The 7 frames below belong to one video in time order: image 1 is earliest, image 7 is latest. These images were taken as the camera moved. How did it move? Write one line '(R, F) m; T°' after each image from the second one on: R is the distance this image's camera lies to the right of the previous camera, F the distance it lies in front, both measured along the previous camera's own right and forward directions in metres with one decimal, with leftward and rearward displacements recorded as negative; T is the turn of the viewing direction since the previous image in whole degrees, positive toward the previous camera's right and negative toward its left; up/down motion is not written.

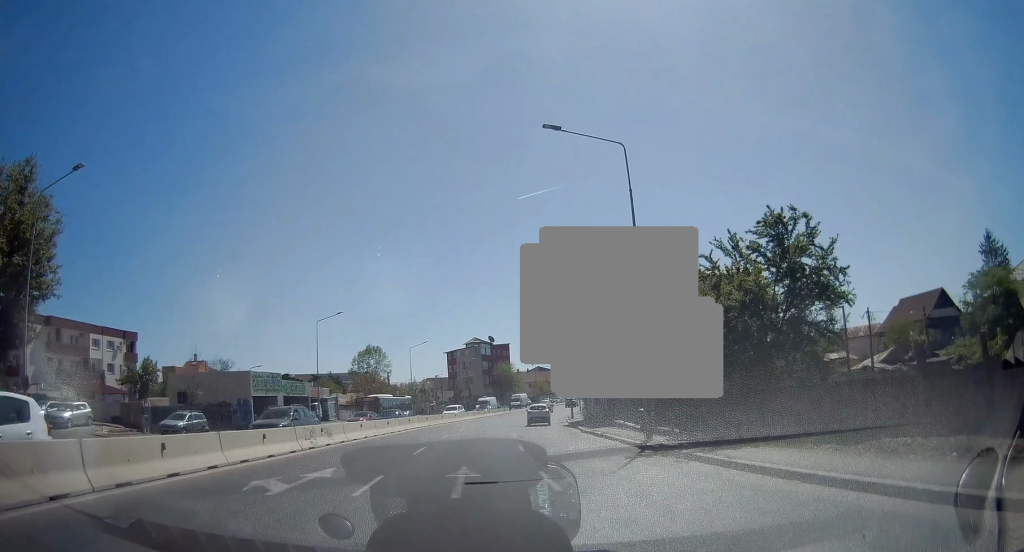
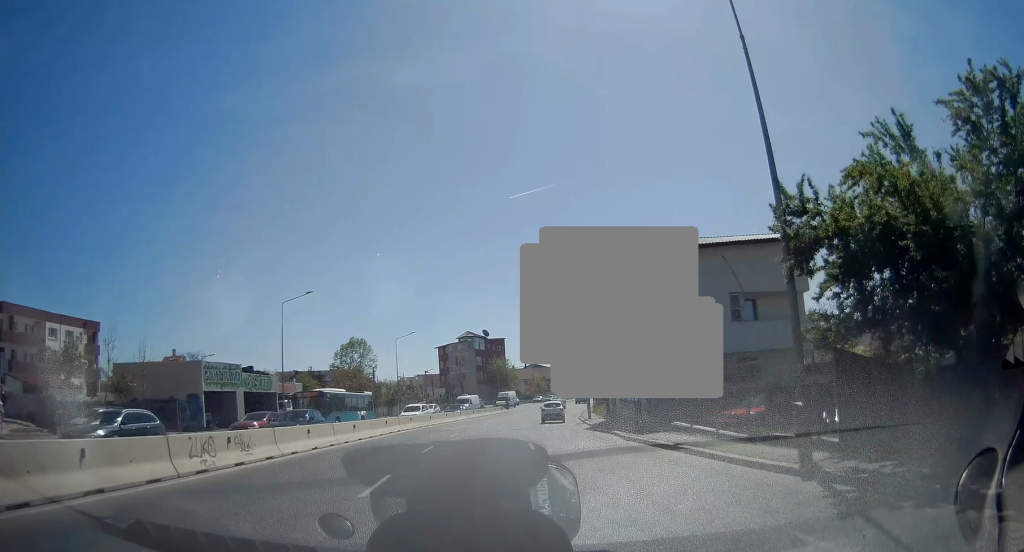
(+0.1, +9.4) m; +2°
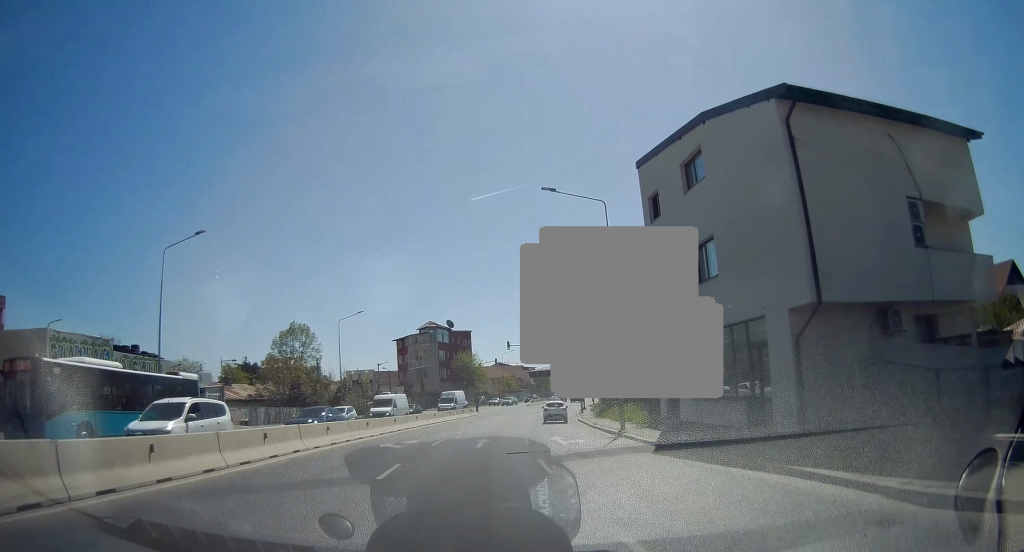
(+0.4, +16.0) m; +3°
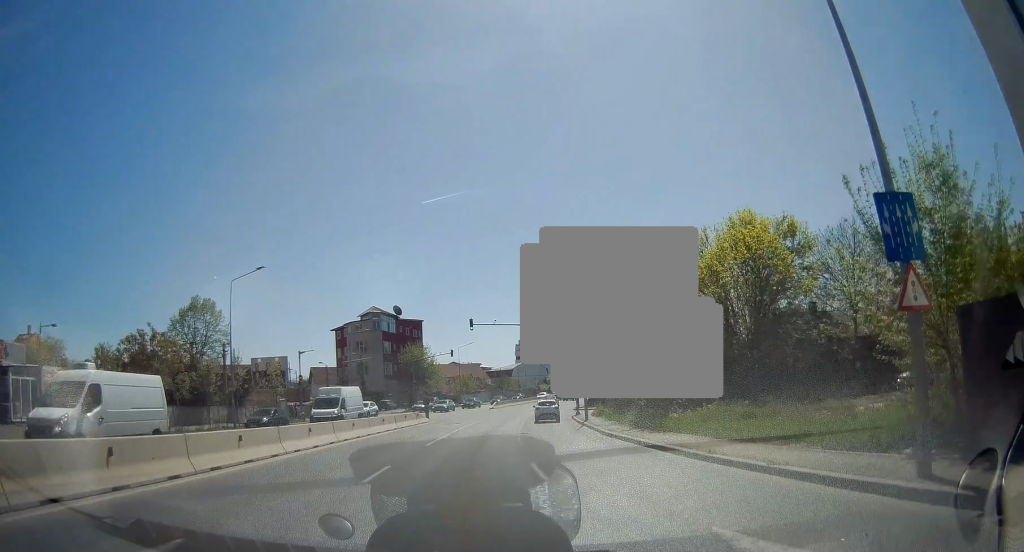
(+0.5, +19.5) m; +3°
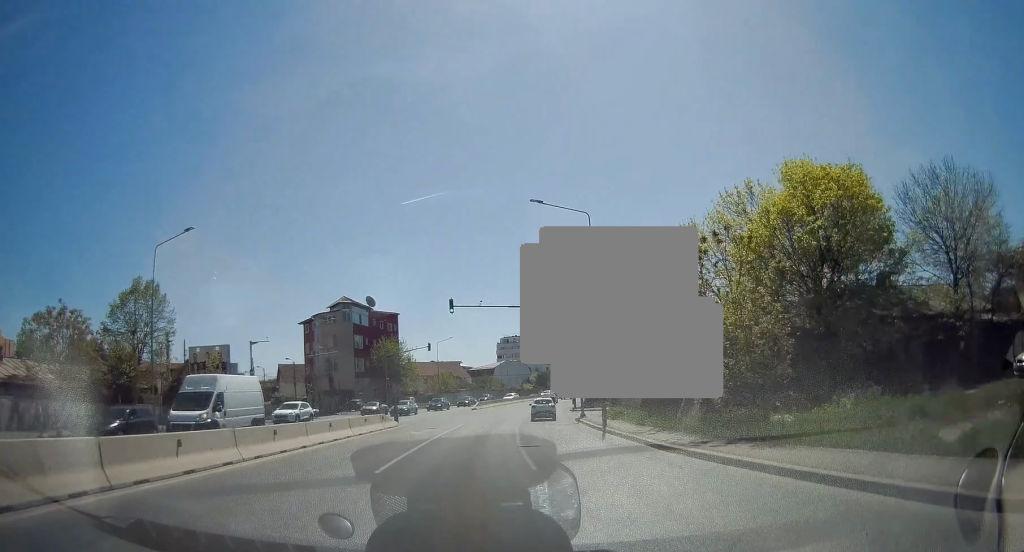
(+0.1, +9.2) m; +2°
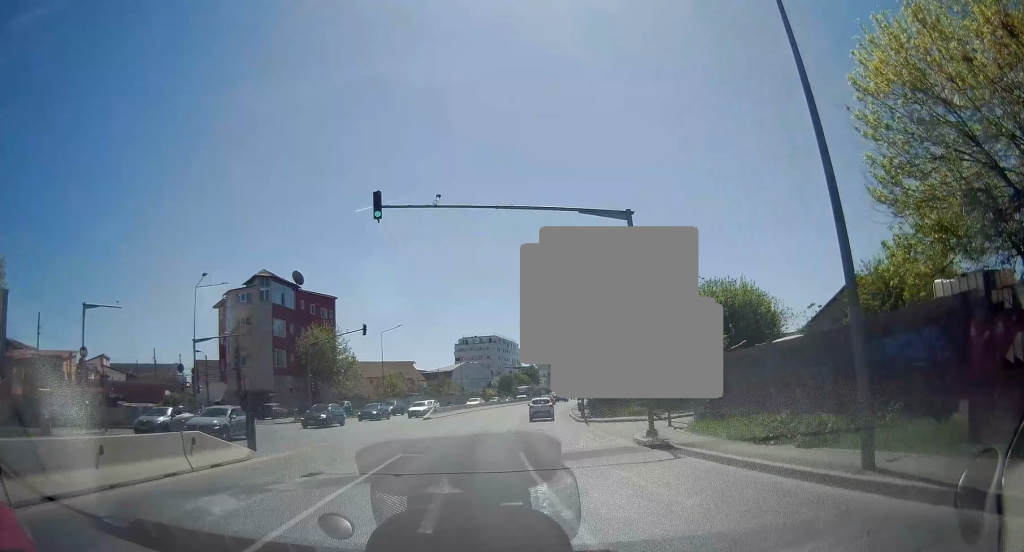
(+0.6, +20.6) m; +4°
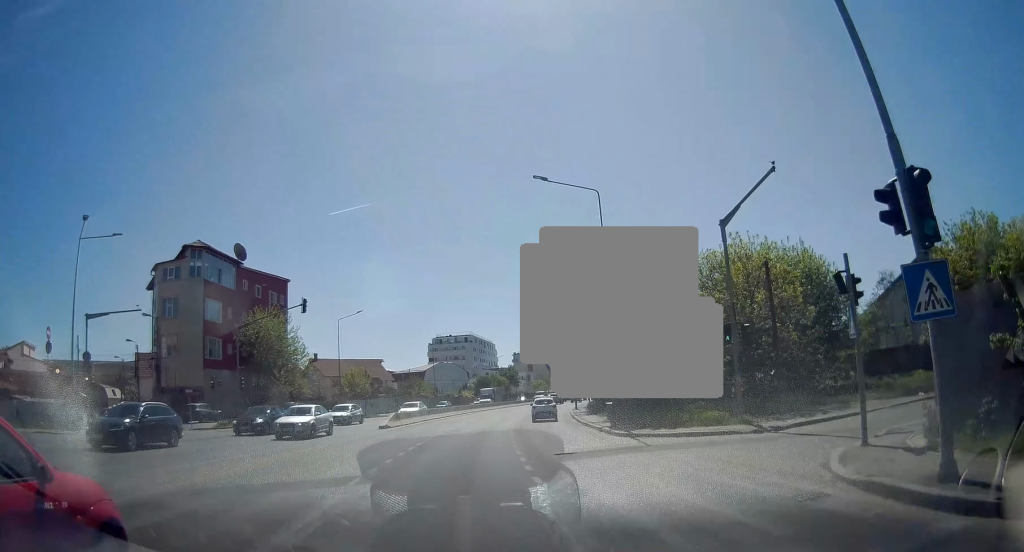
(+0.4, +12.8) m; +3°
